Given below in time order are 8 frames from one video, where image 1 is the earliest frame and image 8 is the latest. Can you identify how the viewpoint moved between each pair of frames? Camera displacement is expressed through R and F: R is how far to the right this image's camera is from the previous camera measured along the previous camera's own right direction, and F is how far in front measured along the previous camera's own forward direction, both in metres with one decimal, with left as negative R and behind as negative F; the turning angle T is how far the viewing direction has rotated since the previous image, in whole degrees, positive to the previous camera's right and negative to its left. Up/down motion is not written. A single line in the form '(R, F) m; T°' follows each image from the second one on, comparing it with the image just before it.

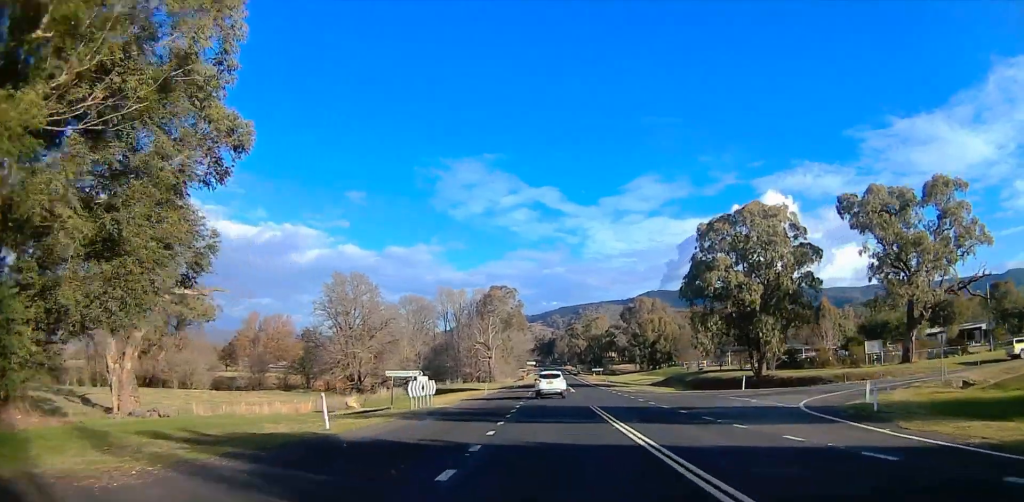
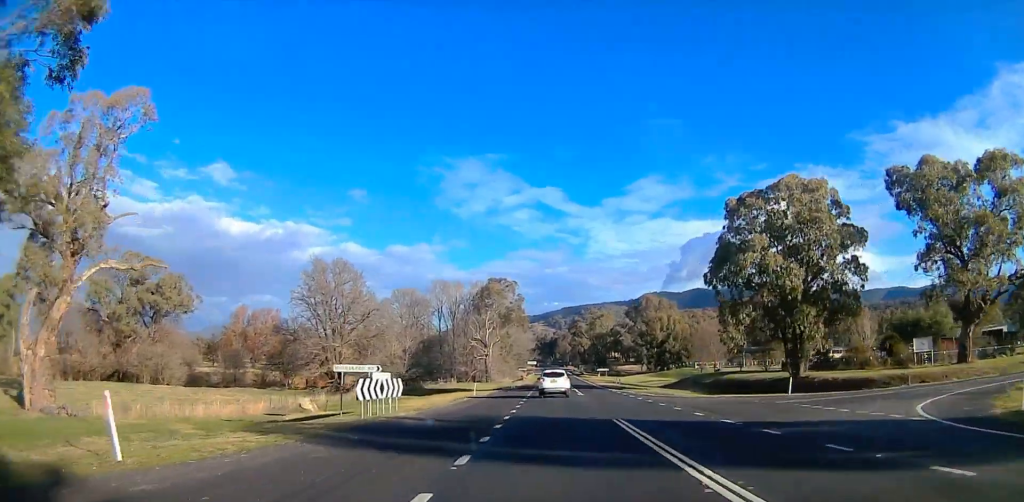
(+0.4, +10.0) m; -1°
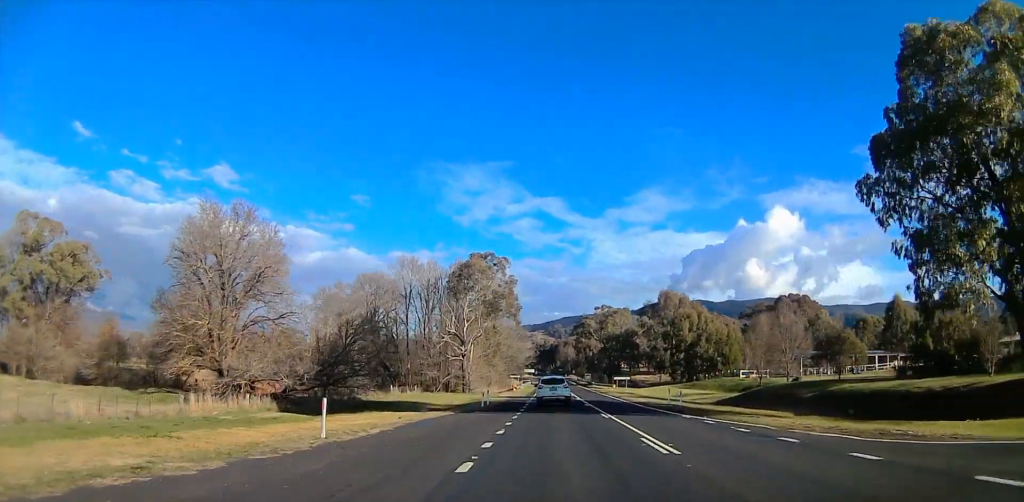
(-0.1, +31.2) m; 0°
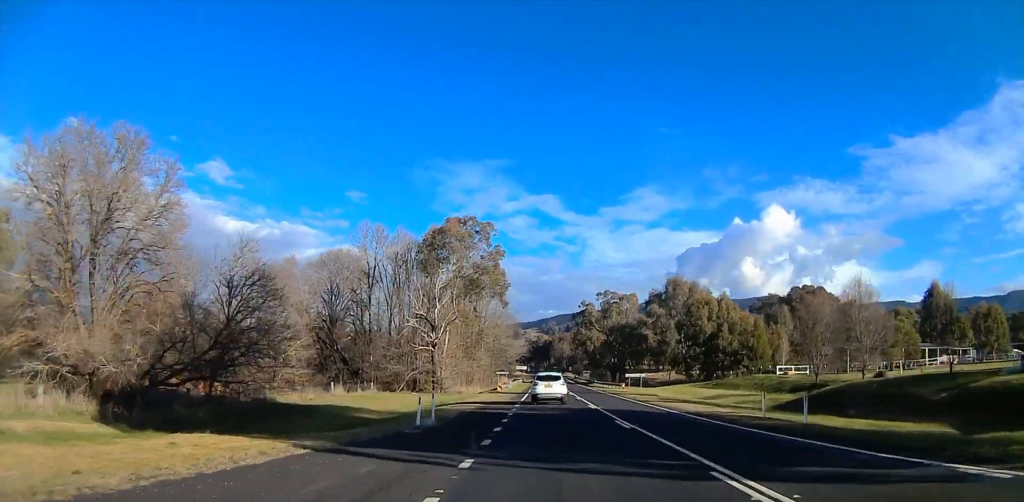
(-0.6, +18.3) m; +1°
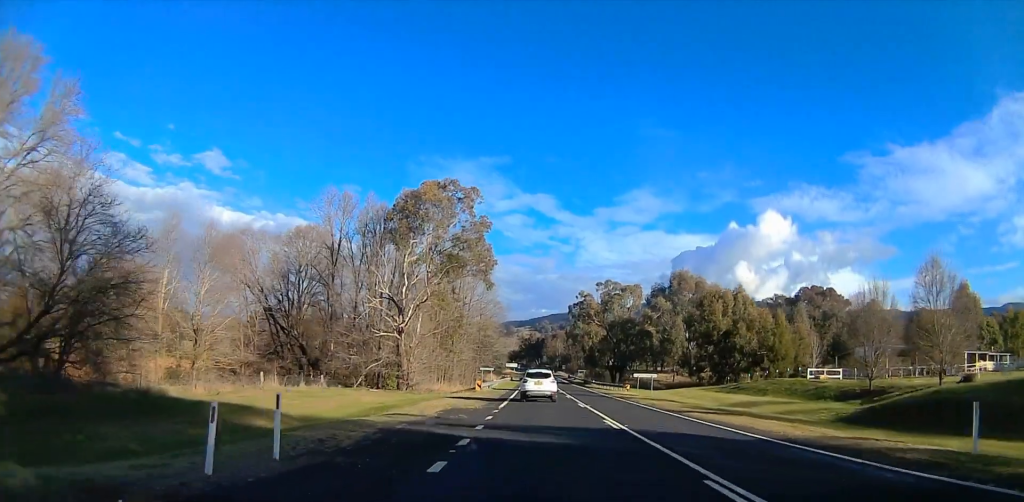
(+0.7, +12.2) m; +1°
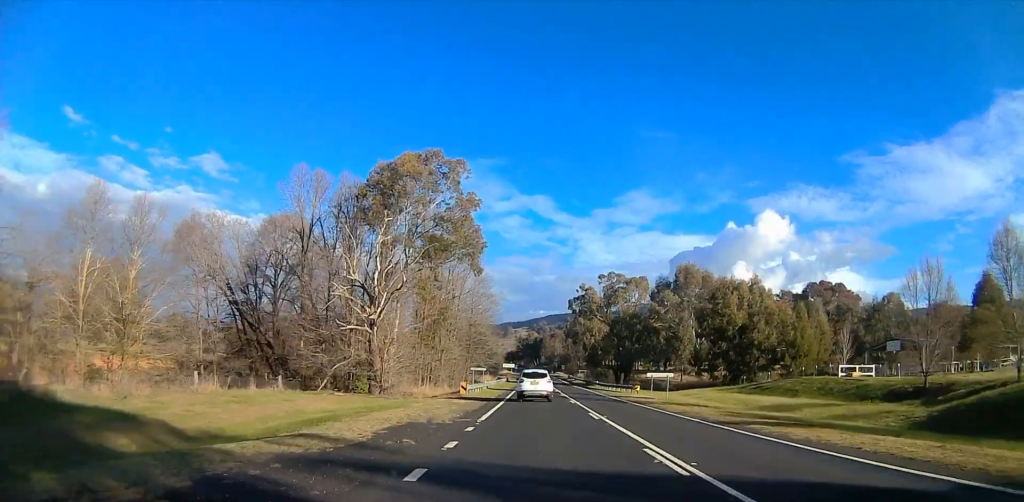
(-0.3, +8.2) m; -2°
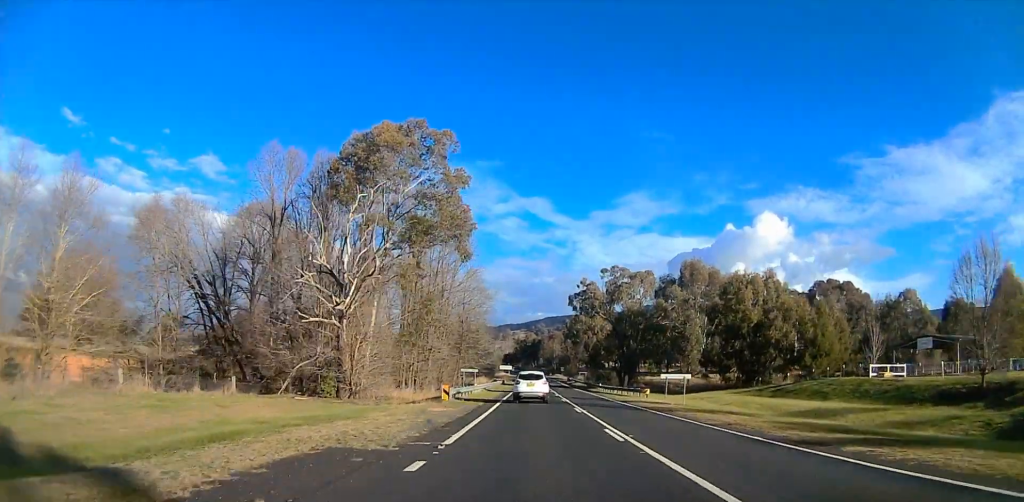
(-0.1, +6.9) m; 0°
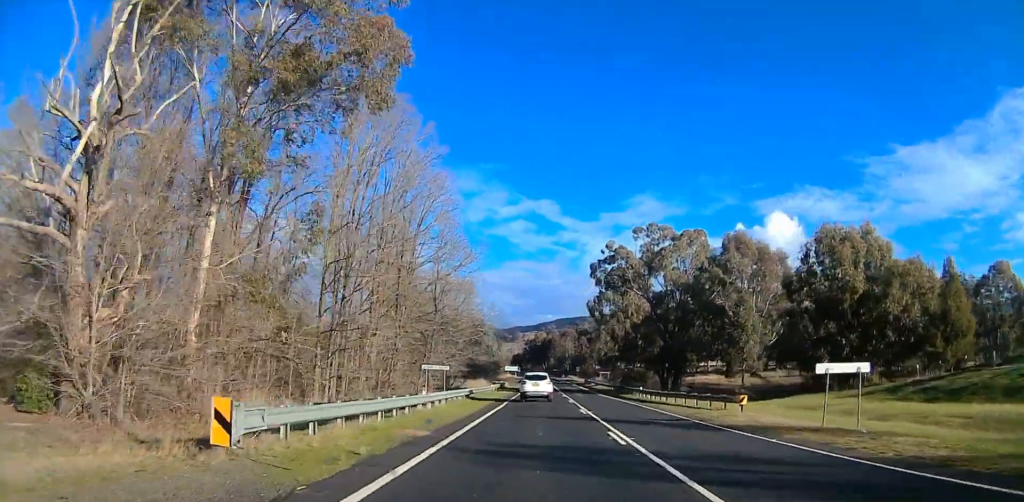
(+1.2, +24.7) m; +3°
